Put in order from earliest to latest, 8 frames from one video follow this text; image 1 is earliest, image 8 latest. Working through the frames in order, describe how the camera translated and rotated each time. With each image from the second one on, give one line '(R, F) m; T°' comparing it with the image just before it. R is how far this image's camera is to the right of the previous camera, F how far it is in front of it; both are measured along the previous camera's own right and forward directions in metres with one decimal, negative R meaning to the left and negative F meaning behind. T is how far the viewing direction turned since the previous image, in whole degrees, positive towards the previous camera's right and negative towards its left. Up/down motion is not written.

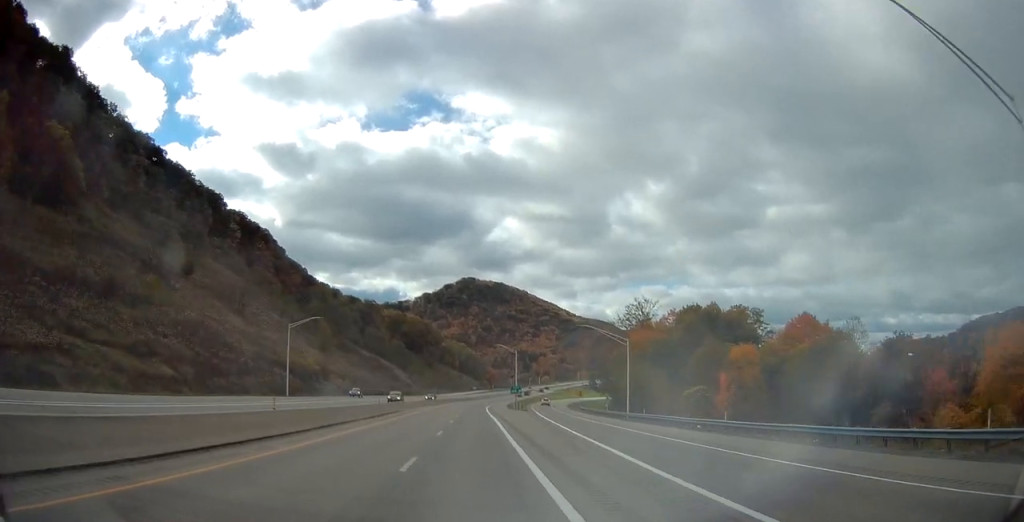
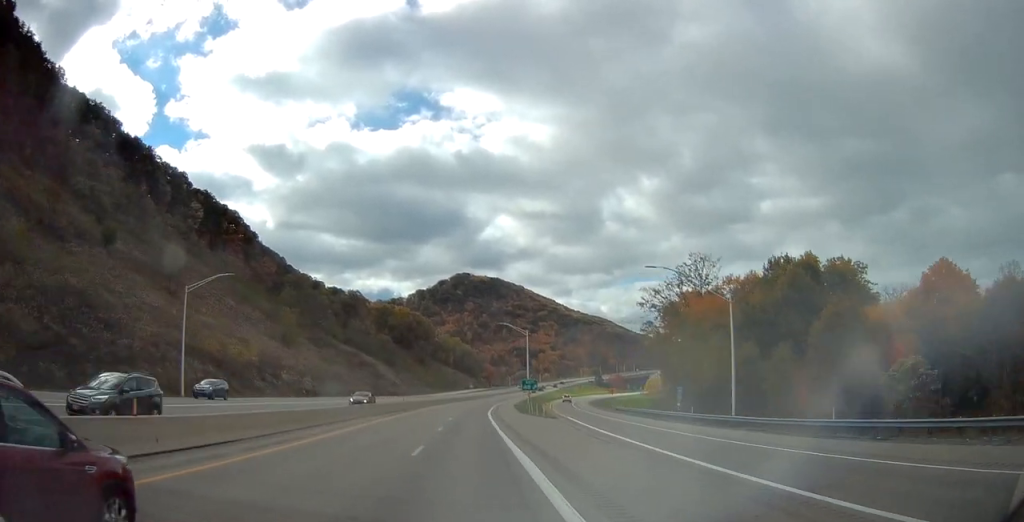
(+0.2, +33.3) m; +1°
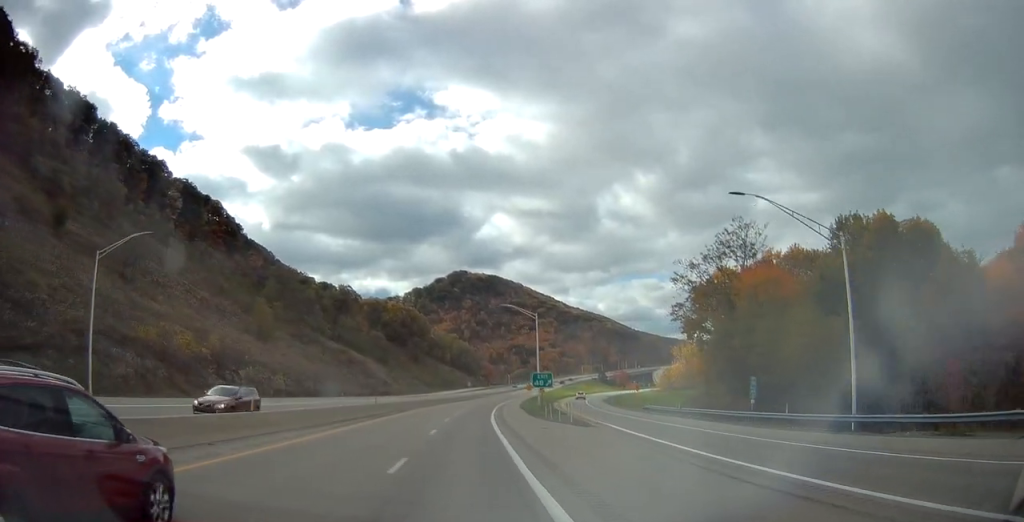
(0.0, +16.1) m; 0°
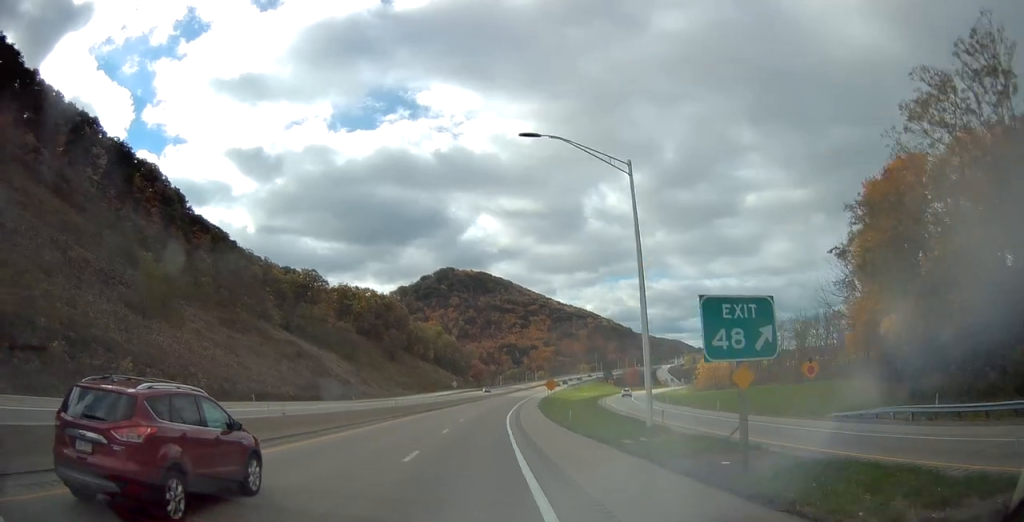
(+0.4, +46.1) m; +1°
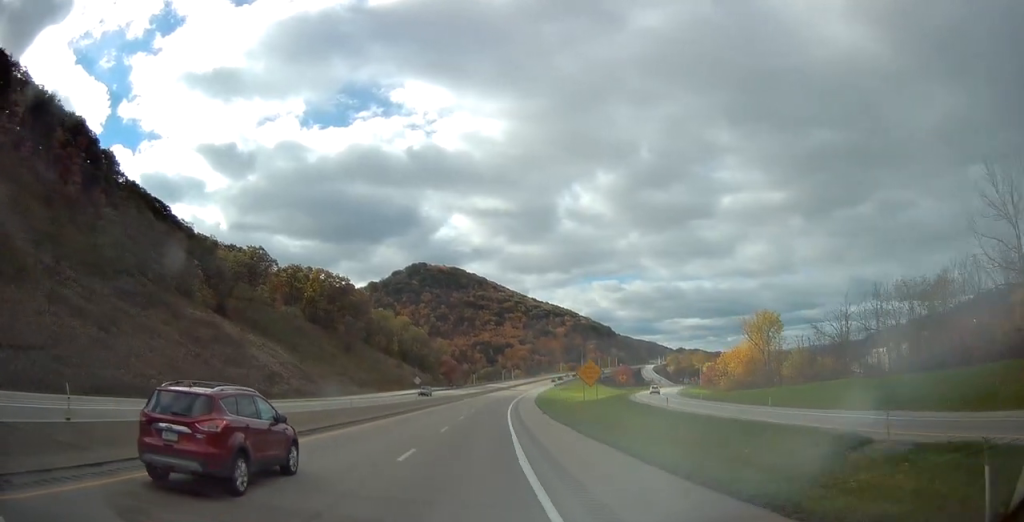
(+0.4, +36.4) m; +2°
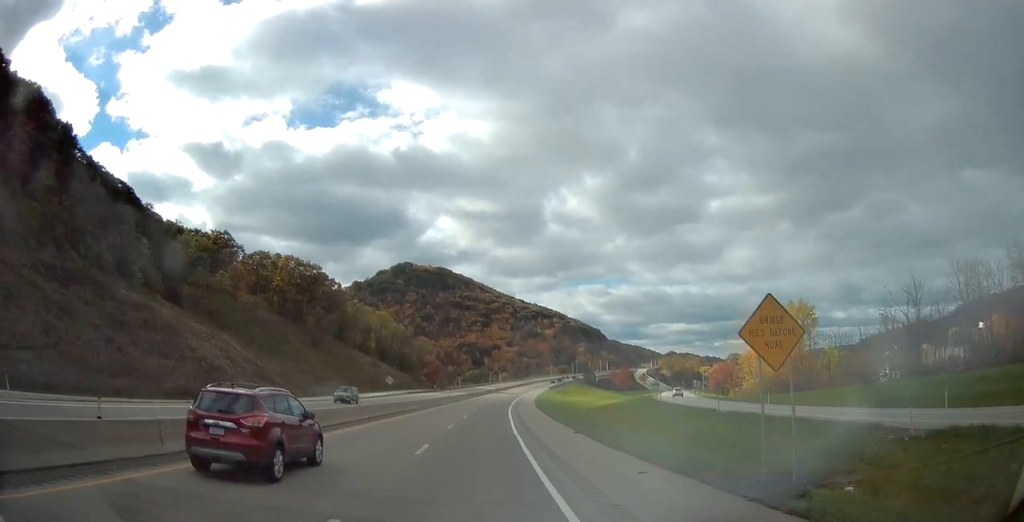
(0.0, +22.4) m; +2°
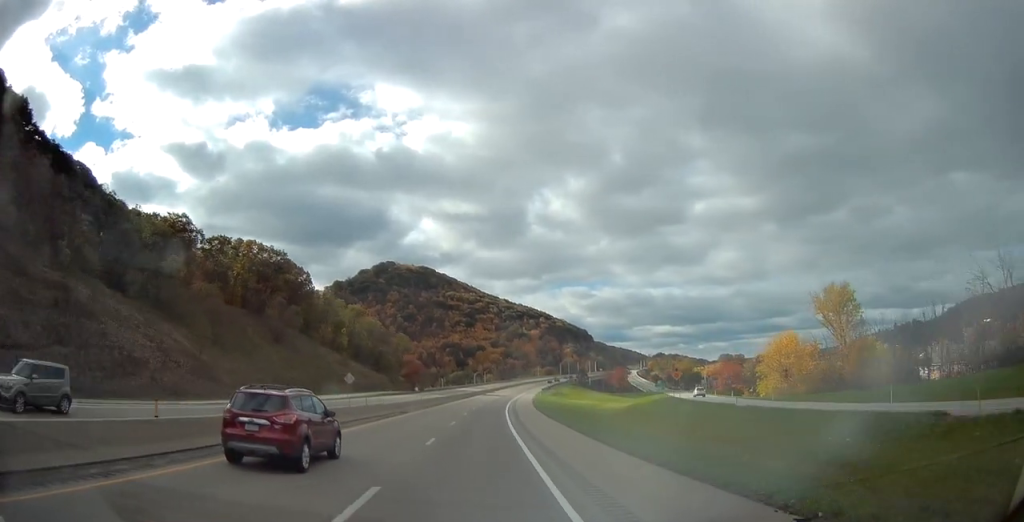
(+0.7, +21.4) m; +2°
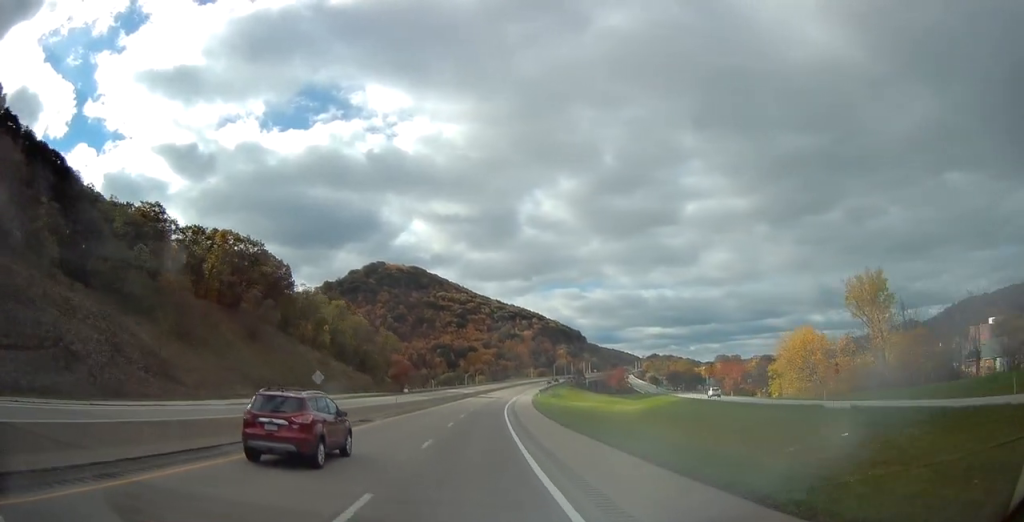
(+0.1, +12.8) m; +1°
